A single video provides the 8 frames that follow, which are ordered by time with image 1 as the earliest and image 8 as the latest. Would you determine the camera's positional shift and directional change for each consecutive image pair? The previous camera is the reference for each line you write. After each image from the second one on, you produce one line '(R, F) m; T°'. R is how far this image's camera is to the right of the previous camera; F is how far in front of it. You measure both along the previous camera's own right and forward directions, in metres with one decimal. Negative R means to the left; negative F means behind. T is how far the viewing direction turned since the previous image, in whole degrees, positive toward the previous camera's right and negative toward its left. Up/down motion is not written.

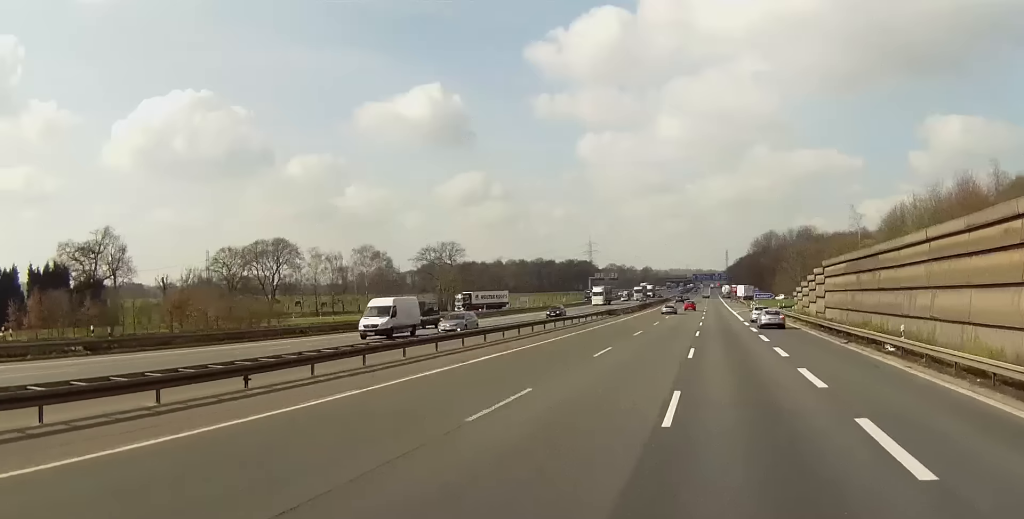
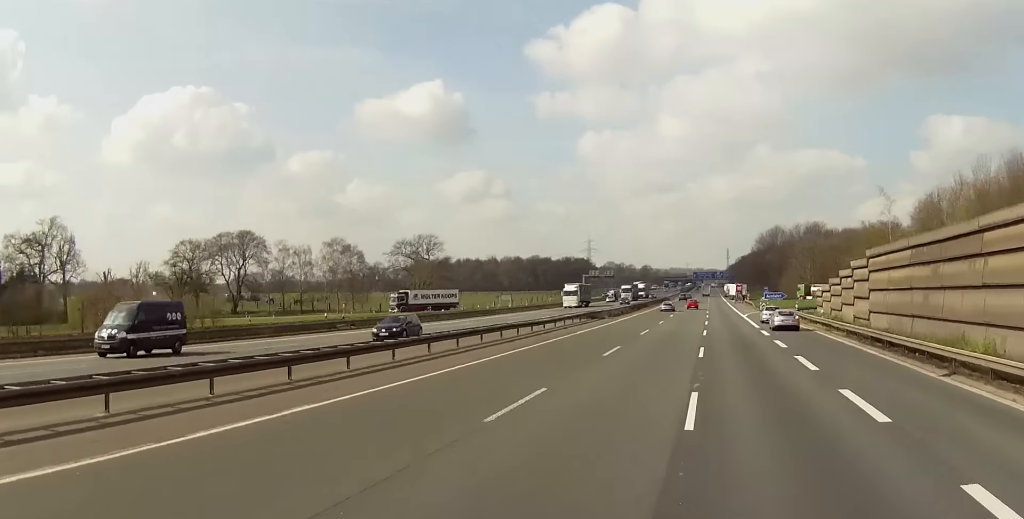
(0.0, +18.3) m; -1°
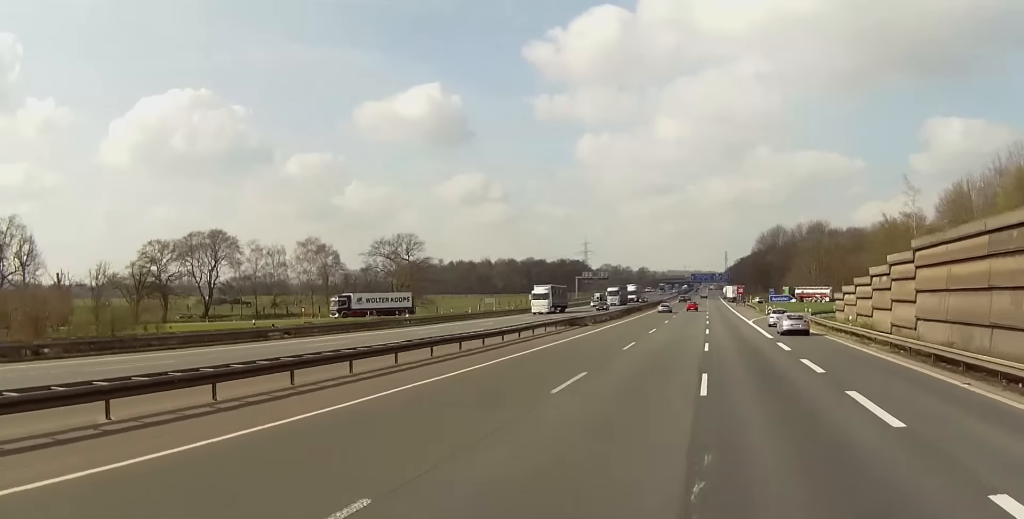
(-0.3, +12.2) m; 0°
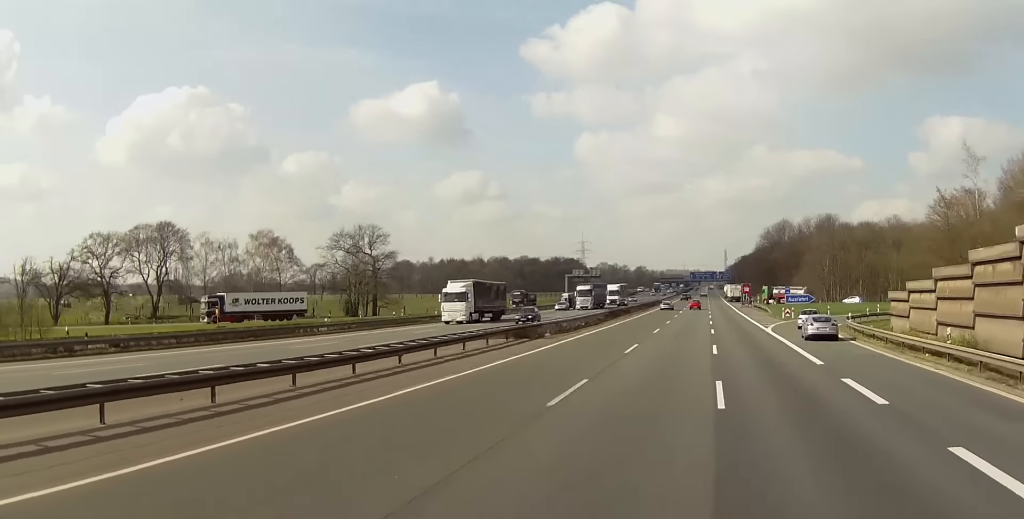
(+0.3, +20.7) m; 0°
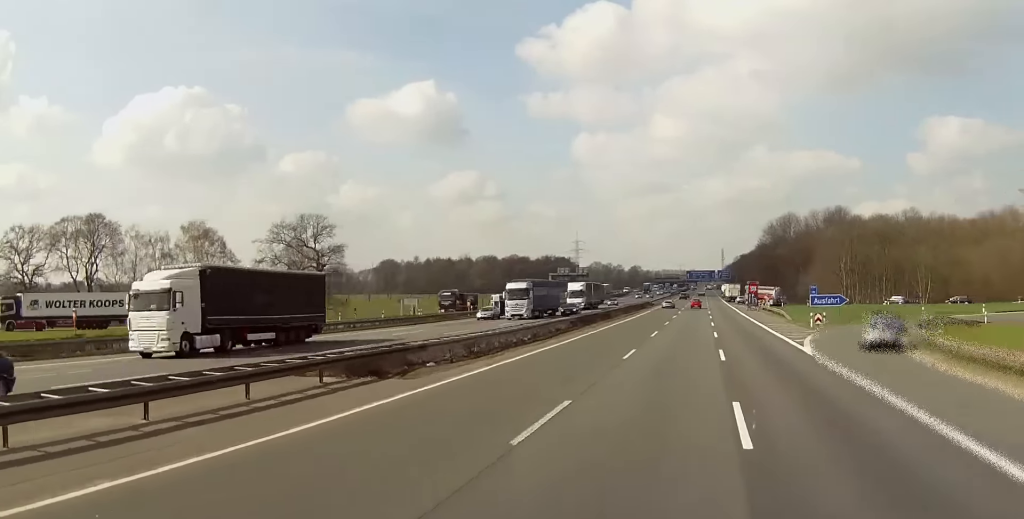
(-0.2, +23.0) m; 0°
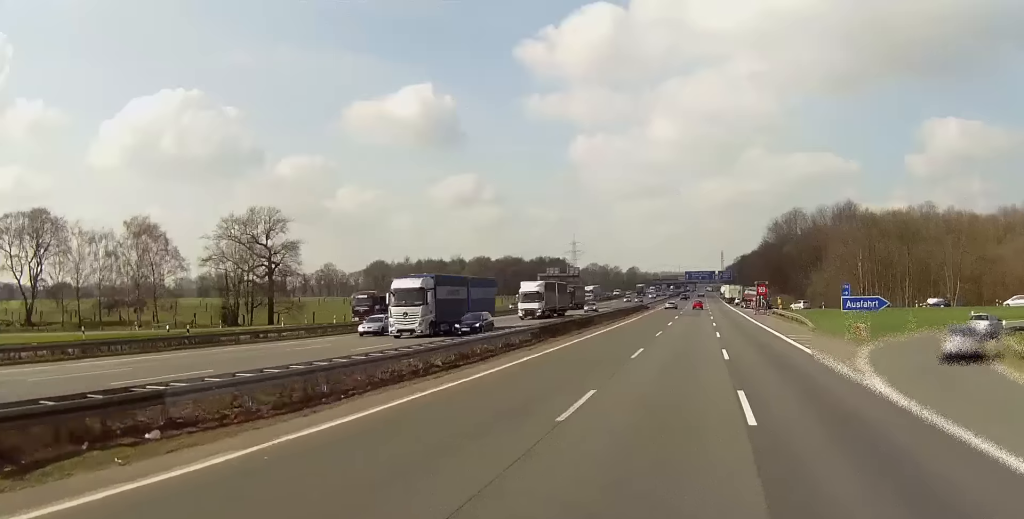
(0.0, +16.0) m; +1°
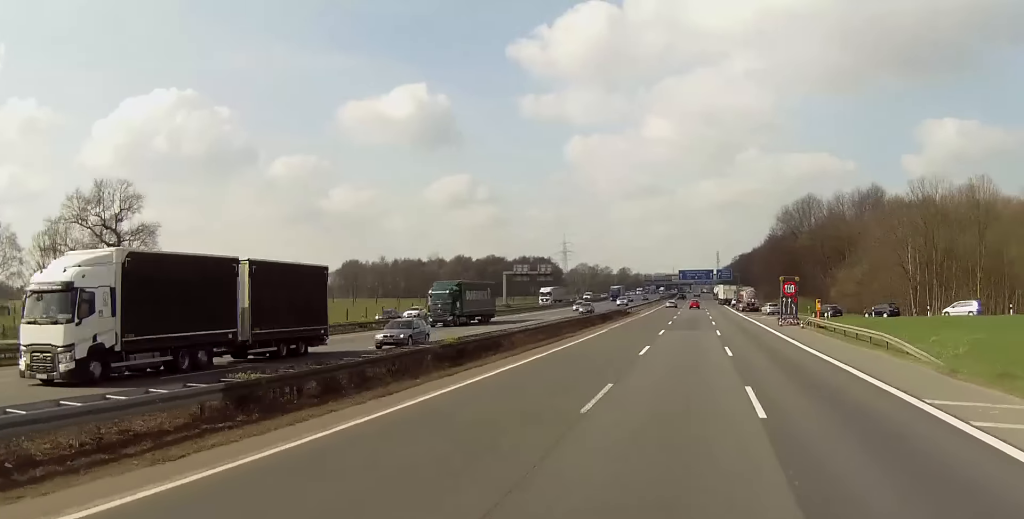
(+0.5, +34.4) m; 0°
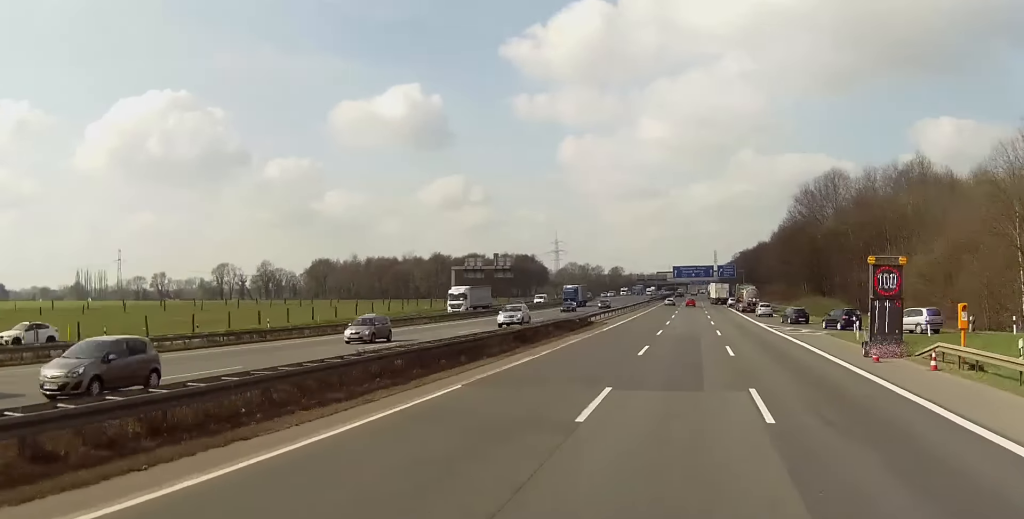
(-0.1, +37.5) m; +1°
